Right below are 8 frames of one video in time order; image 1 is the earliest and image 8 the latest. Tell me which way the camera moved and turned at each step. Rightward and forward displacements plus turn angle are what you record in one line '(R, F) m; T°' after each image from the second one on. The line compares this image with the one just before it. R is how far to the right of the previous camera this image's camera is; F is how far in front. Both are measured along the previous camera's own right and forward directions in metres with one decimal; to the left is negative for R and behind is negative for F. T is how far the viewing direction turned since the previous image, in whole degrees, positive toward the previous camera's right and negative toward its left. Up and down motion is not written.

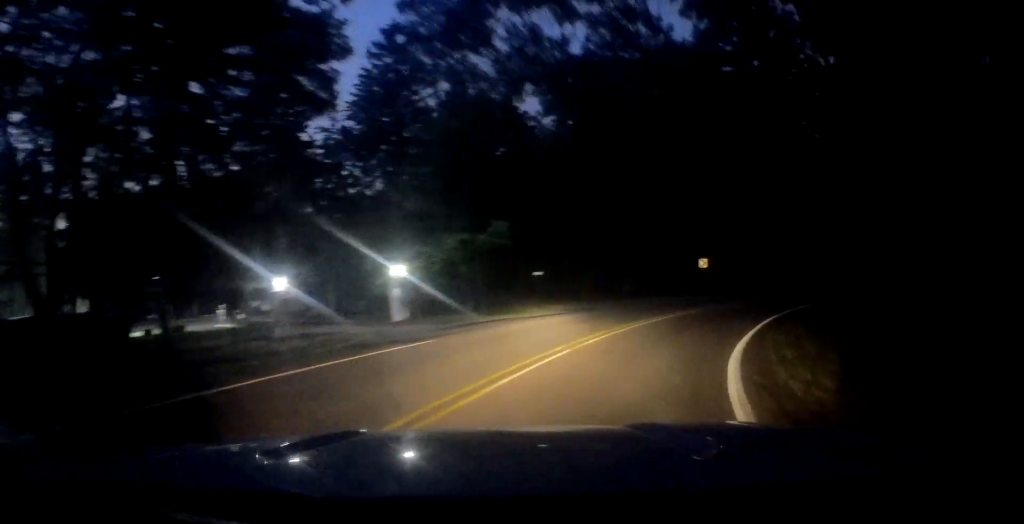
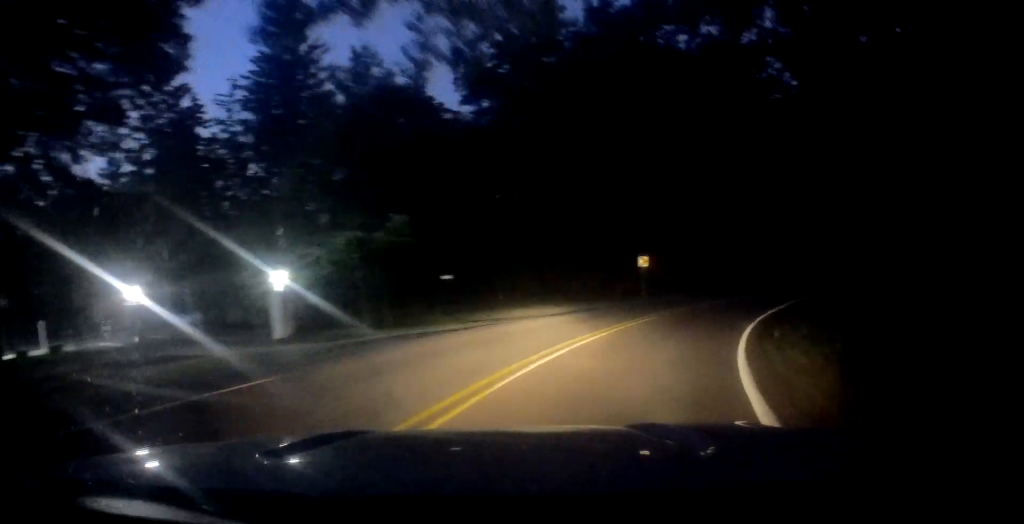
(+0.7, +6.3) m; +8°
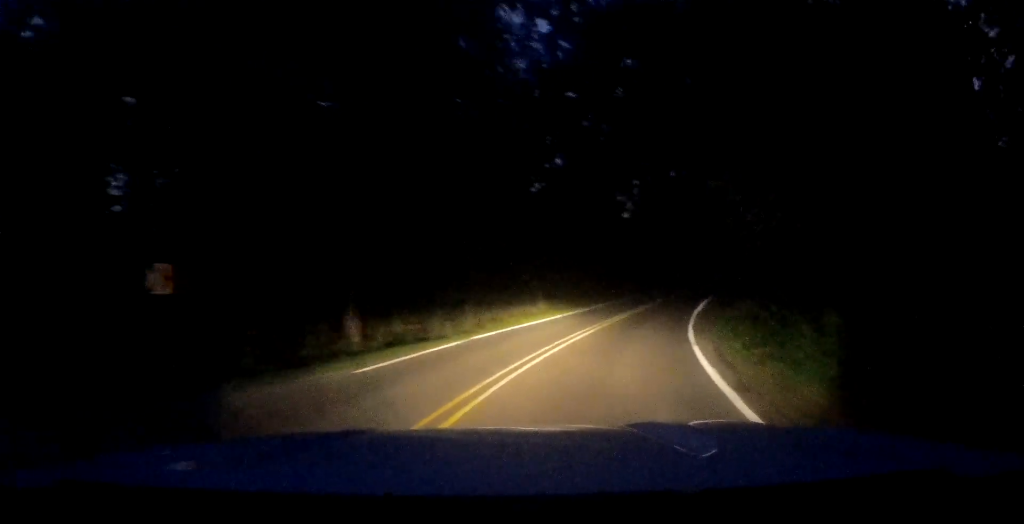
(+5.3, +24.9) m; +21°
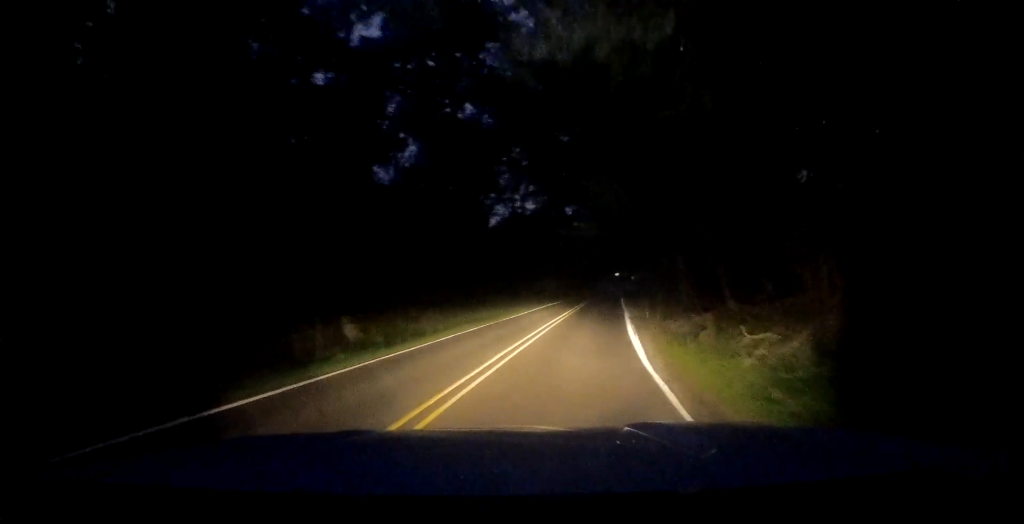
(+1.2, +13.5) m; +8°
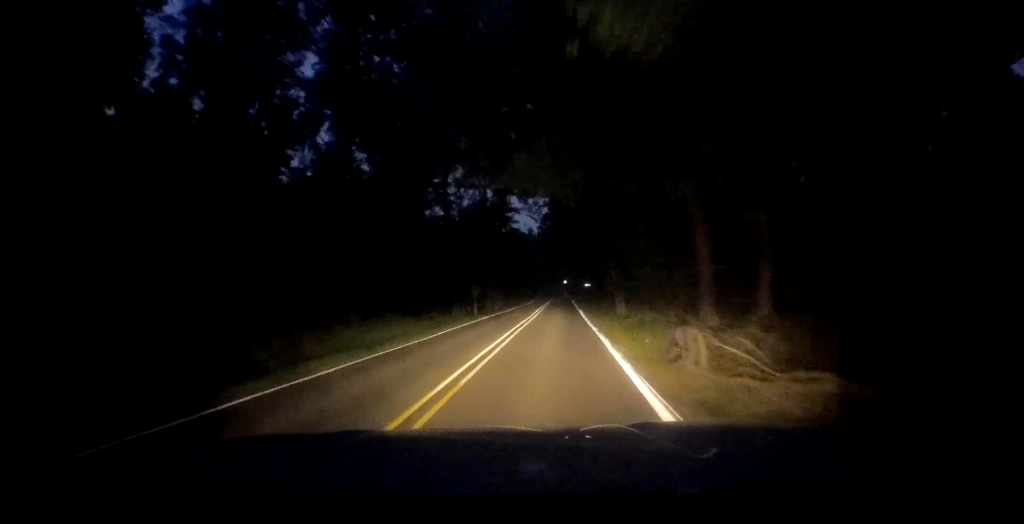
(+0.3, +10.9) m; +4°
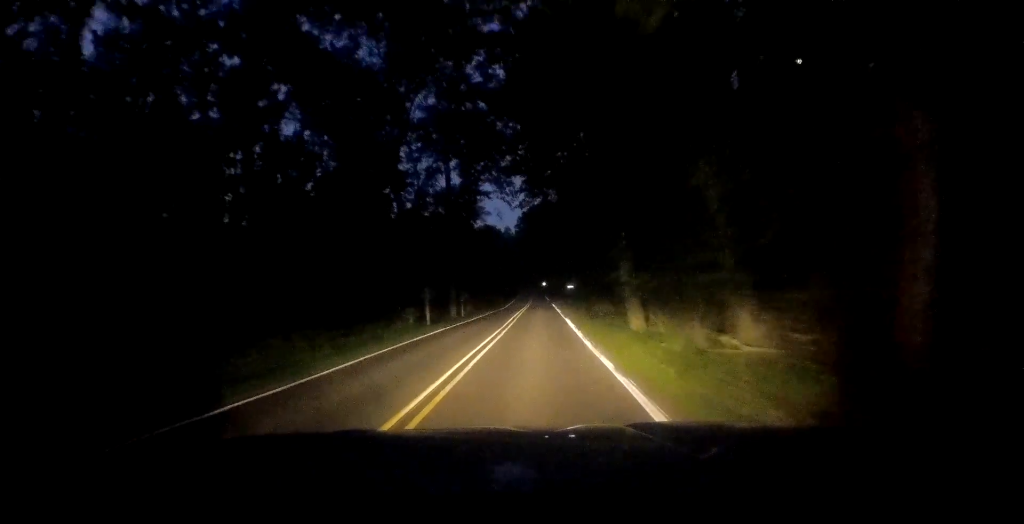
(+0.2, +9.3) m; +4°
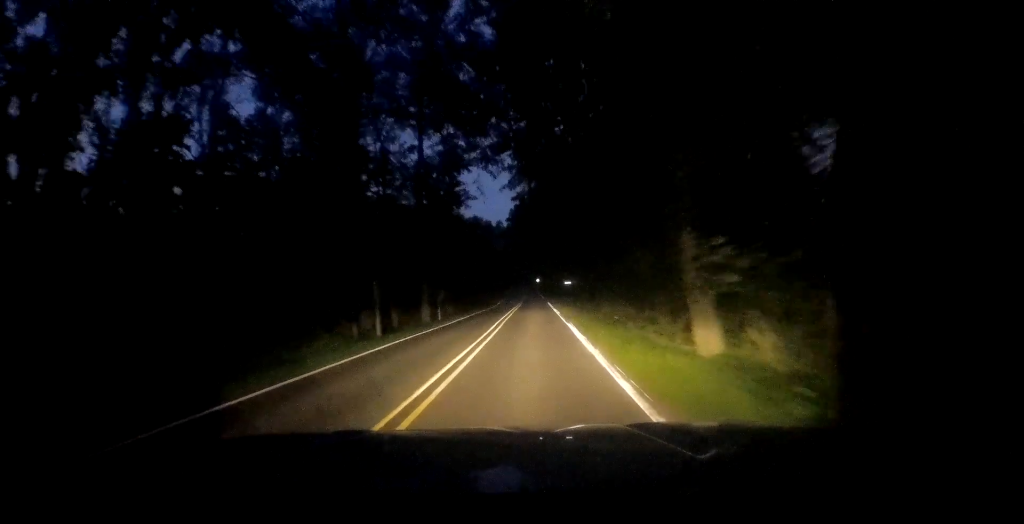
(+0.1, +7.8) m; +5°
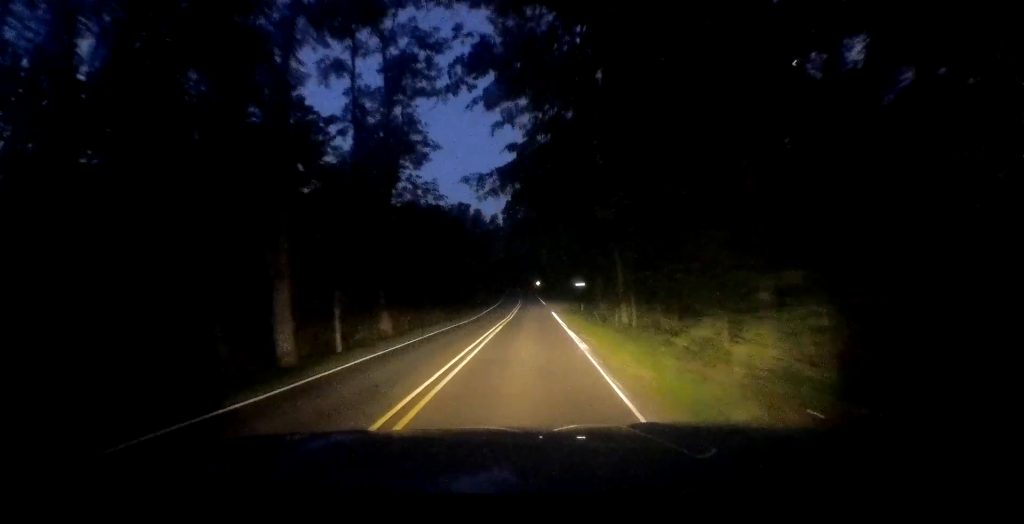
(+1.9, +19.1) m; +9°
